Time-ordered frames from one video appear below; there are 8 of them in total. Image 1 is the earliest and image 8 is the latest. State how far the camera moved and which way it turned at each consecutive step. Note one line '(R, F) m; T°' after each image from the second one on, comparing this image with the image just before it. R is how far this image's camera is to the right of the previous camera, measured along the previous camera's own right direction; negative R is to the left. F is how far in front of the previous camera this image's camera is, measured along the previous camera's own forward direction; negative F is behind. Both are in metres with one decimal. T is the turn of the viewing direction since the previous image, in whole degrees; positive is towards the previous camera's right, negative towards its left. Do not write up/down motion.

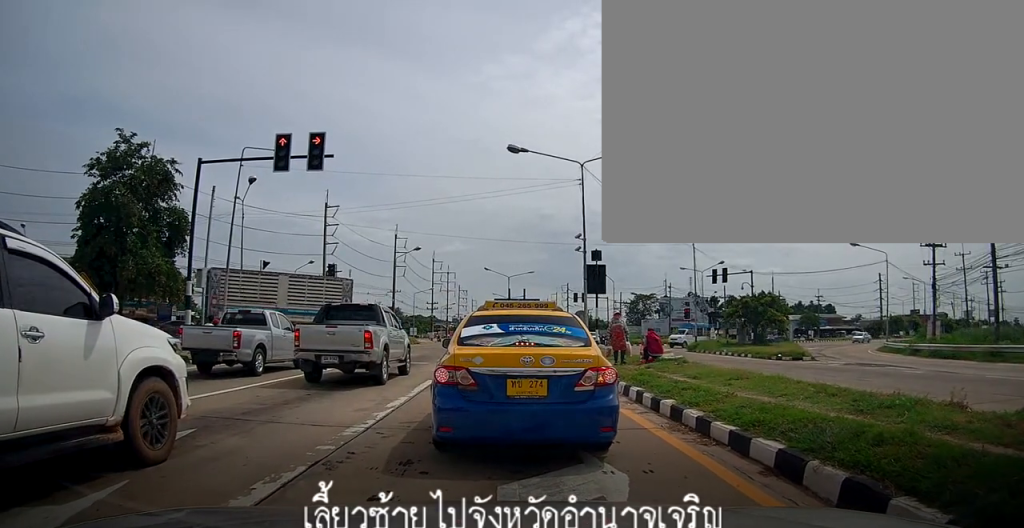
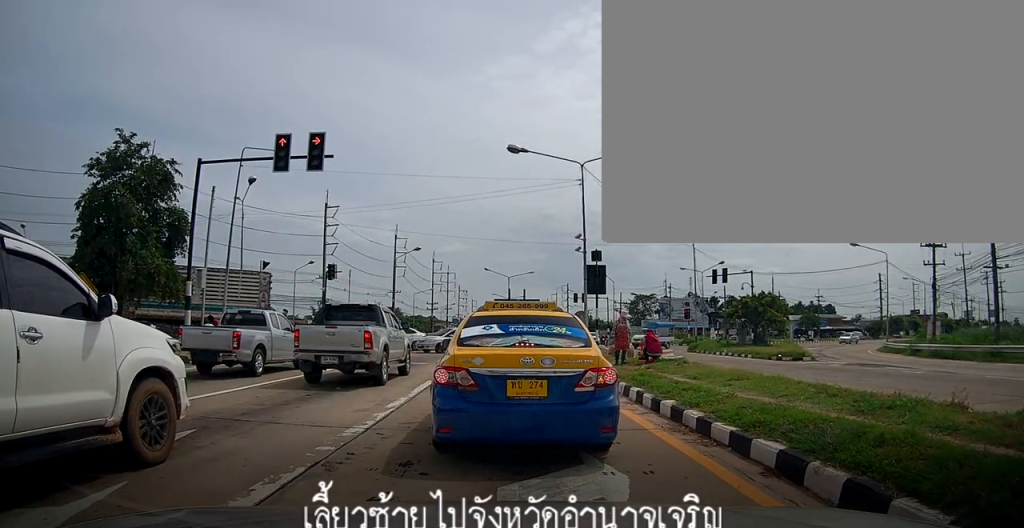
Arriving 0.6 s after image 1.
(0.0, 0.0) m; 0°
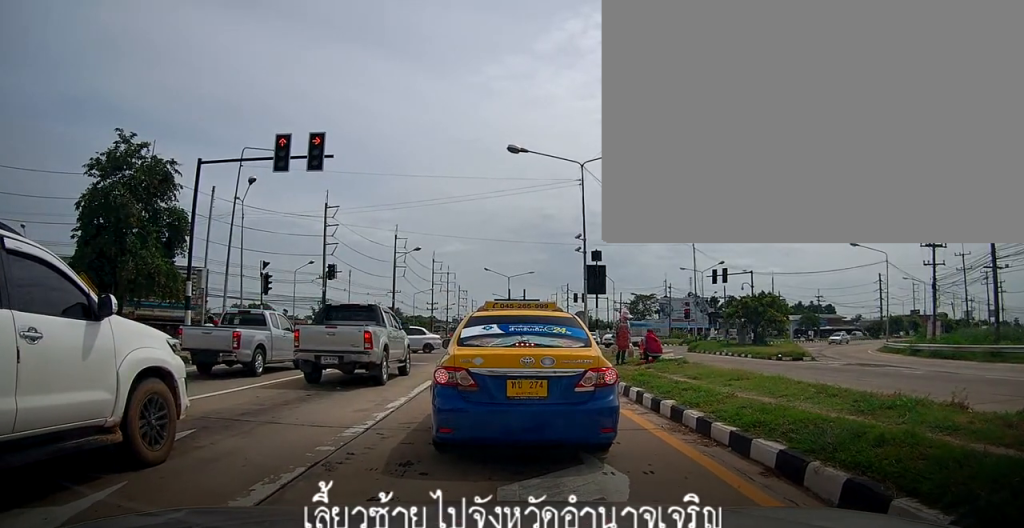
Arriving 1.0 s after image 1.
(0.0, 0.0) m; 0°
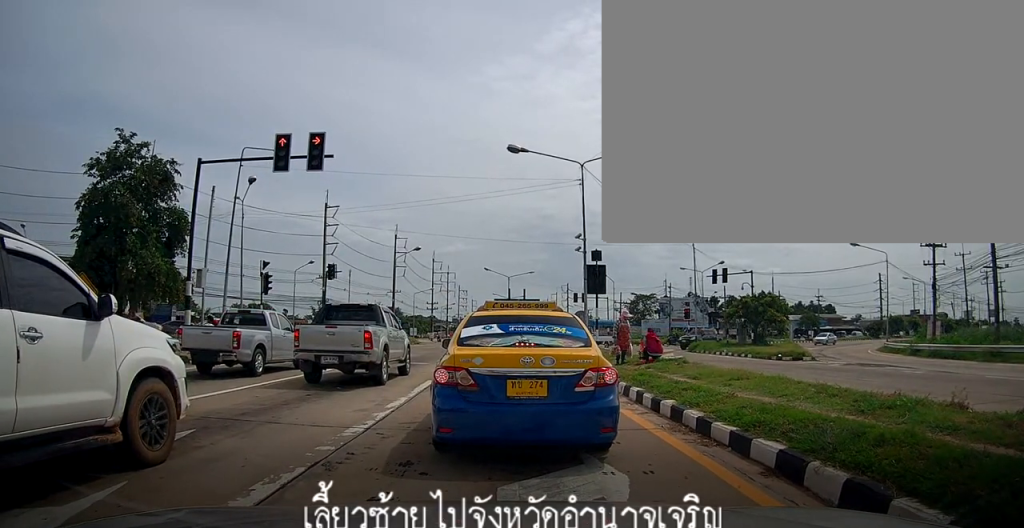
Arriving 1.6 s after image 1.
(0.0, 0.0) m; 0°
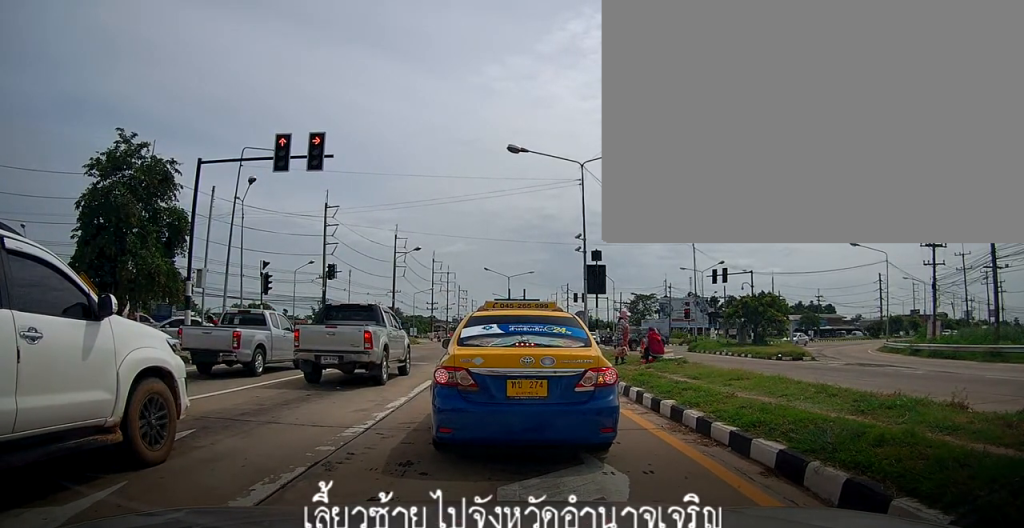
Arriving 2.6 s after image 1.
(0.0, 0.0) m; 0°
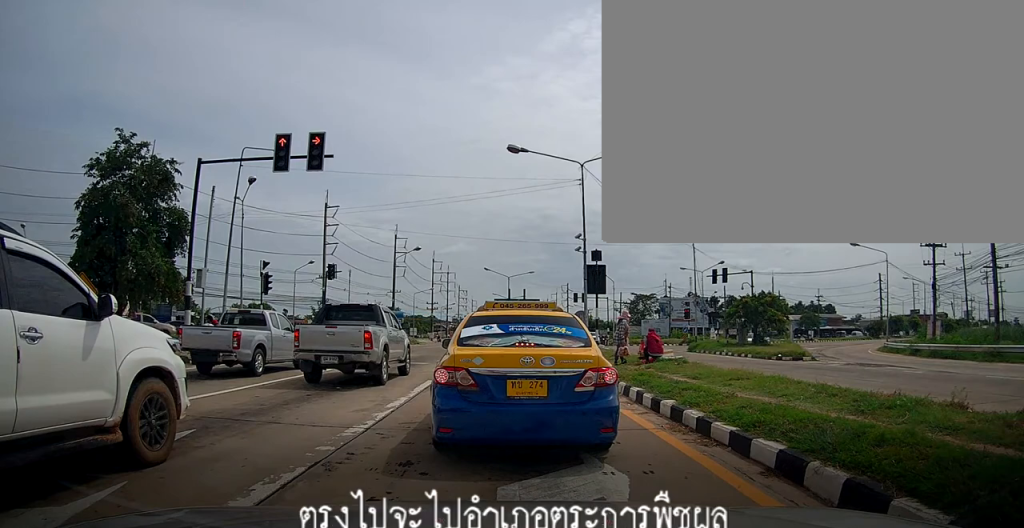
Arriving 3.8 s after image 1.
(0.0, 0.0) m; 0°
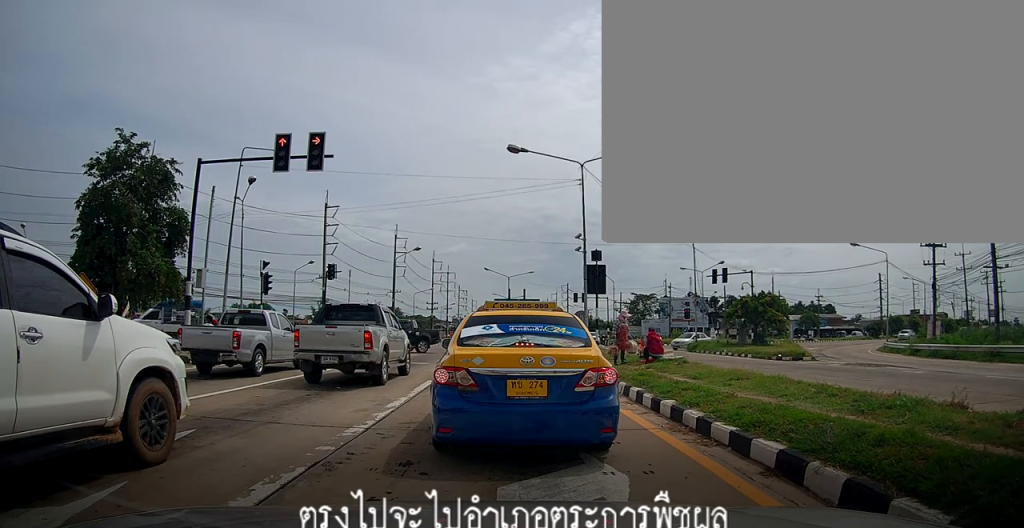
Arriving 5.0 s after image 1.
(0.0, 0.0) m; 0°
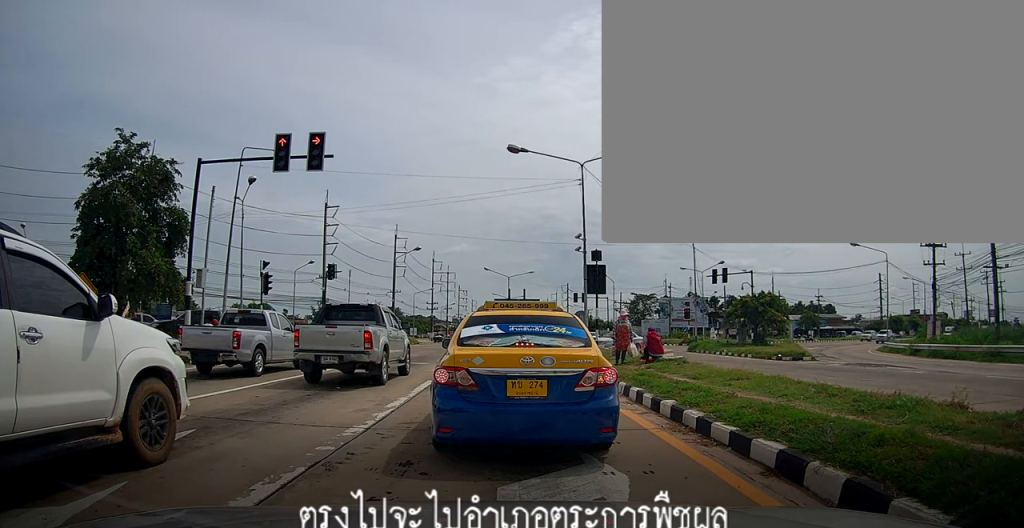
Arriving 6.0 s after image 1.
(0.0, 0.0) m; 0°
